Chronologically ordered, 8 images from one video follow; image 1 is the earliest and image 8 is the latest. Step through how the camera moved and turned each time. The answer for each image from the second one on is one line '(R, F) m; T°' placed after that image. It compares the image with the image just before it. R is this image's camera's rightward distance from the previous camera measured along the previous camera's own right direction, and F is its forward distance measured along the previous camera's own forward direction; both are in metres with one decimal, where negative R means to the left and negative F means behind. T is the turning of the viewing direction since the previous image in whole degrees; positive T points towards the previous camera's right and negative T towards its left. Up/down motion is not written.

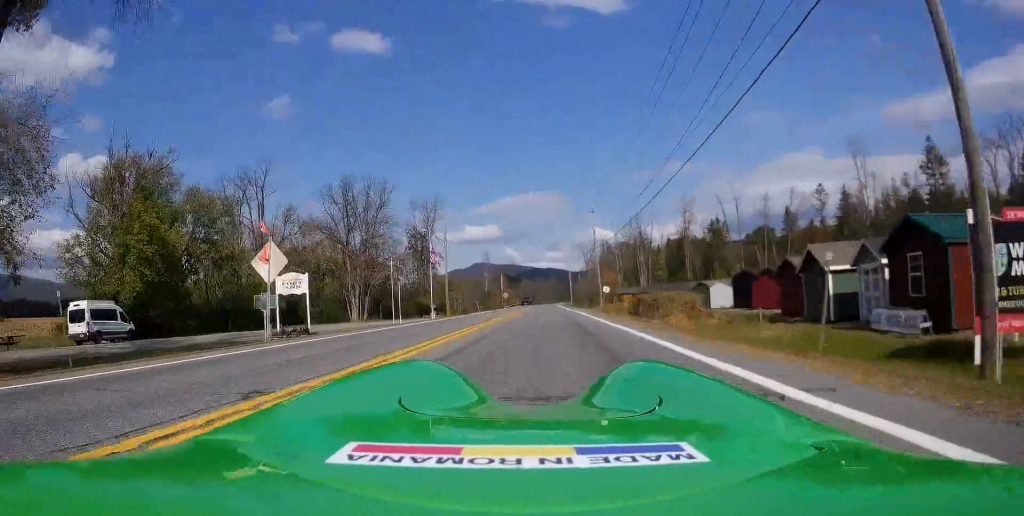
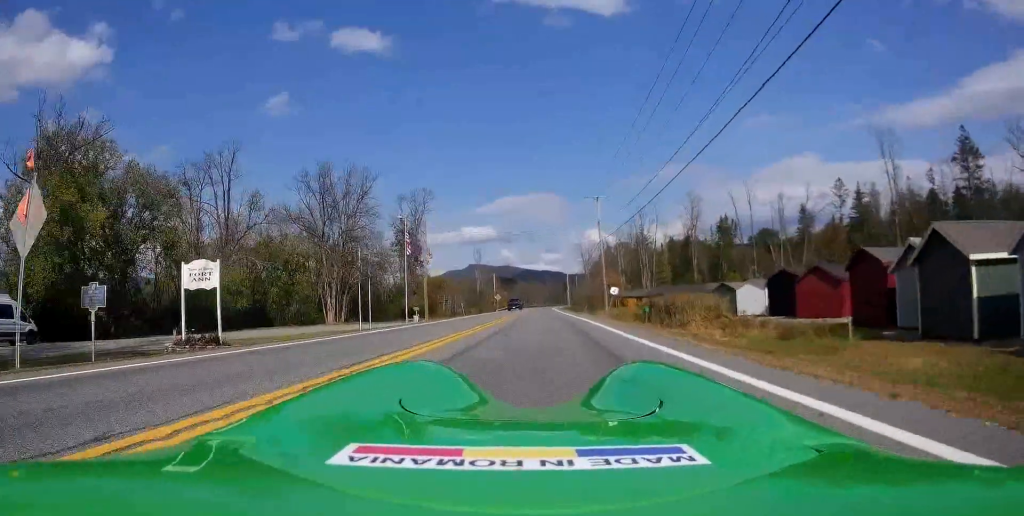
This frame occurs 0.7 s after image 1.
(0.0, +9.8) m; 0°
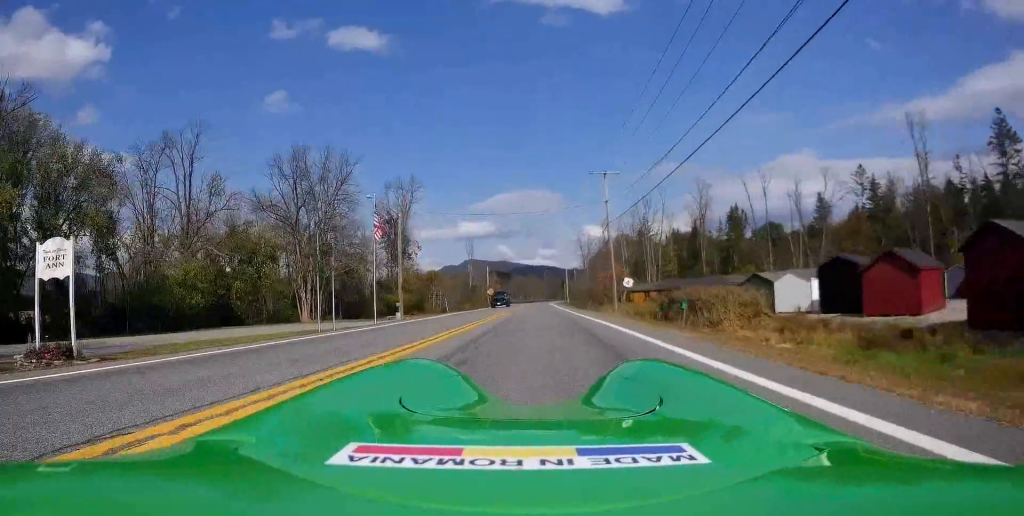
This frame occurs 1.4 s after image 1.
(0.0, +9.1) m; -1°
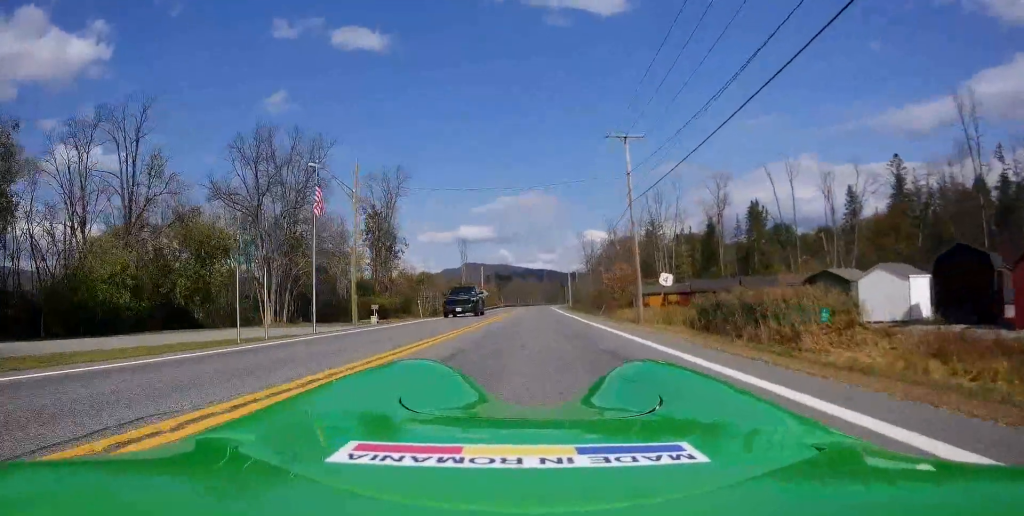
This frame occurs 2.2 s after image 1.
(-0.3, +11.9) m; -1°
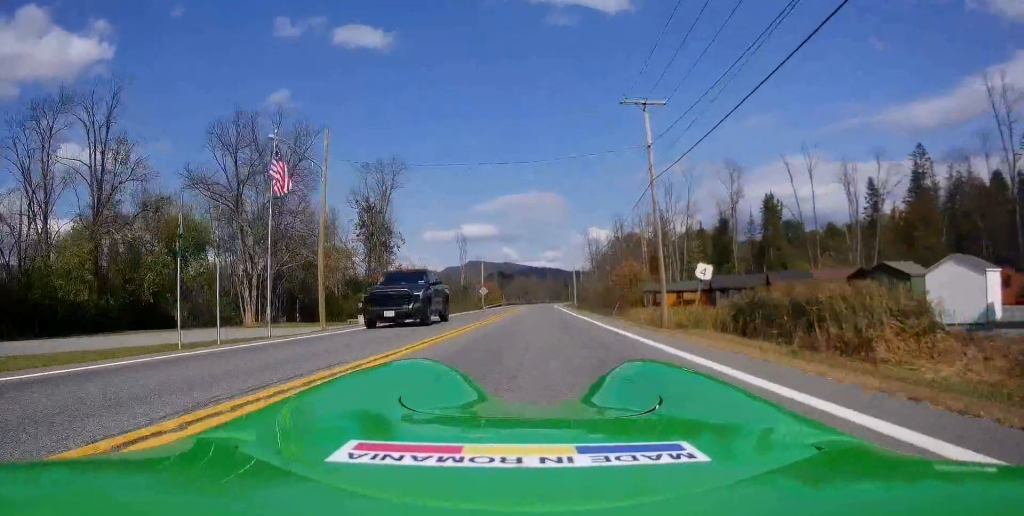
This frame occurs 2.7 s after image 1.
(0.0, +5.6) m; 0°
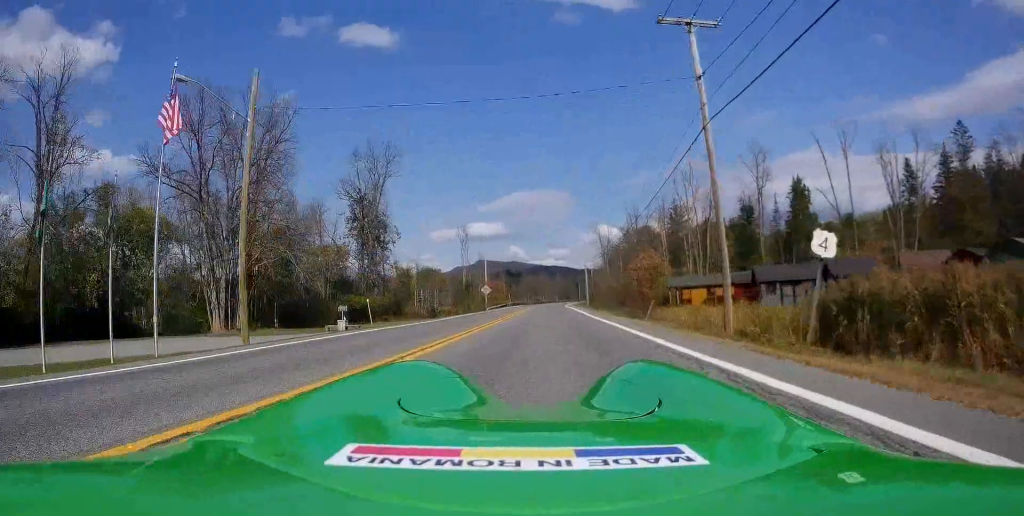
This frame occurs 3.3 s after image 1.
(-0.1, +9.0) m; +1°
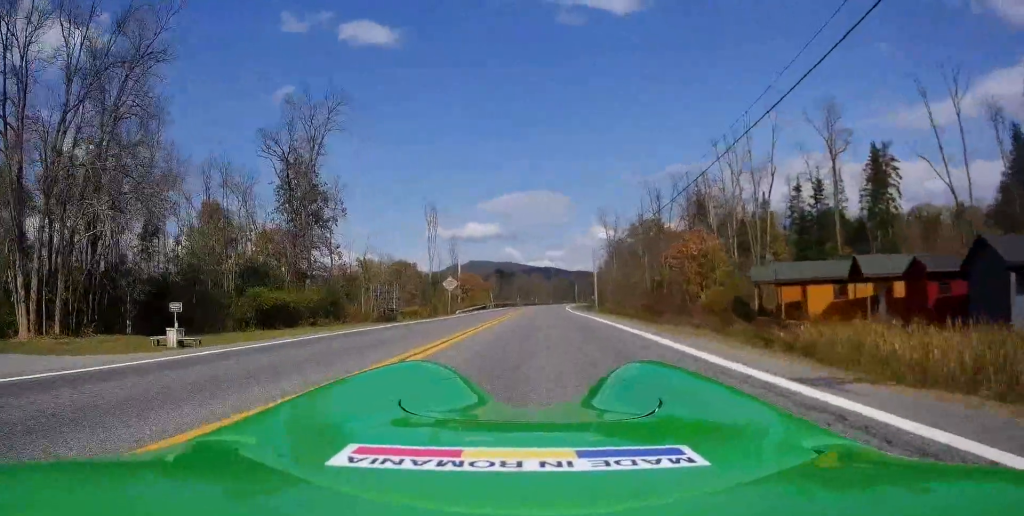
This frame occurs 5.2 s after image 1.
(+1.4, +25.9) m; +2°
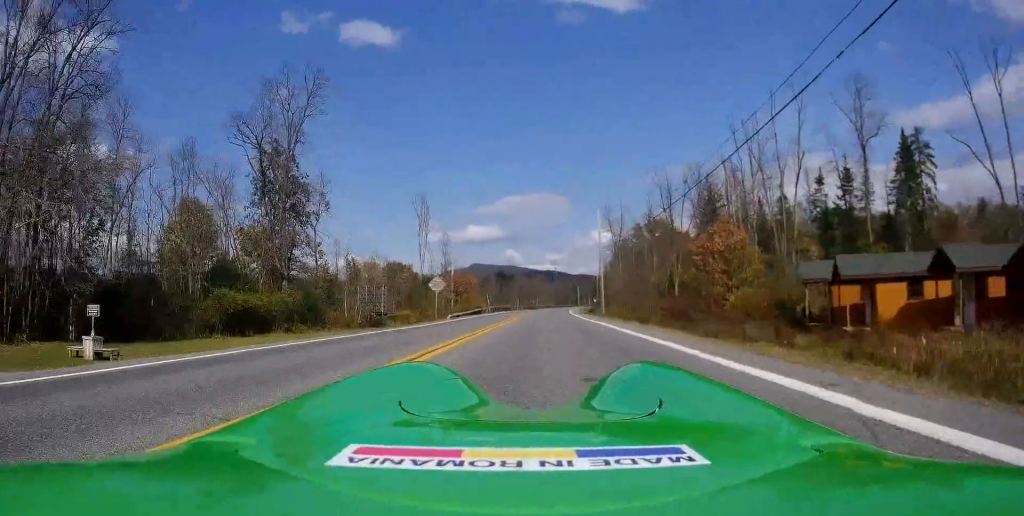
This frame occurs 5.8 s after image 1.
(0.0, +6.8) m; -1°
